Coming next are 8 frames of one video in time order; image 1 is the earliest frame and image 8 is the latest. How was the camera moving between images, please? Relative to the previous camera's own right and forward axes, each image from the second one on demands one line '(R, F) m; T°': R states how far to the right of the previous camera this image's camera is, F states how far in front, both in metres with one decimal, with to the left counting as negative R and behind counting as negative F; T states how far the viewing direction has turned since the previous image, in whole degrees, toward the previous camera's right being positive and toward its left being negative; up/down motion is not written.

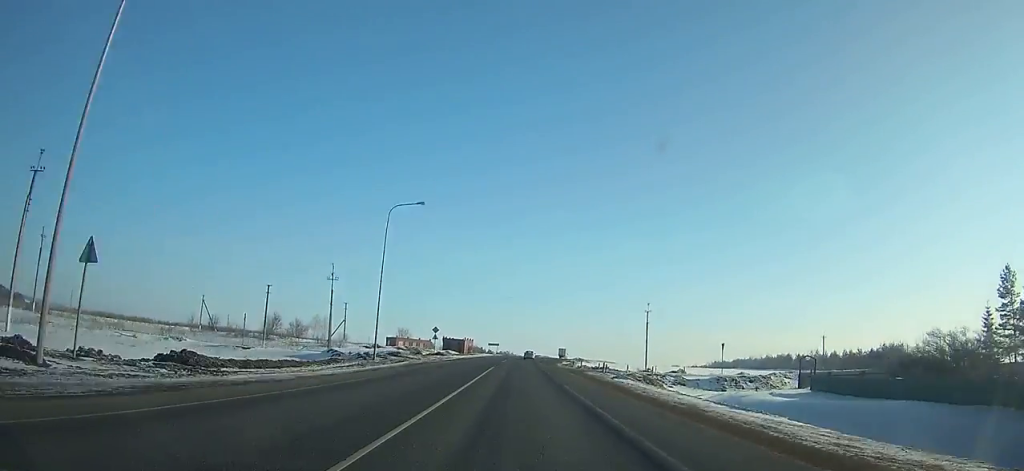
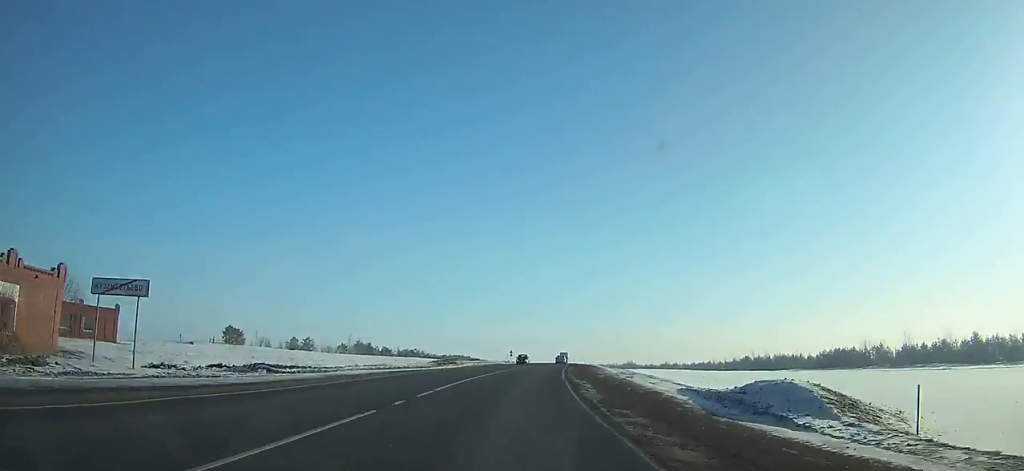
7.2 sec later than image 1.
(+5.0, +134.3) m; +7°
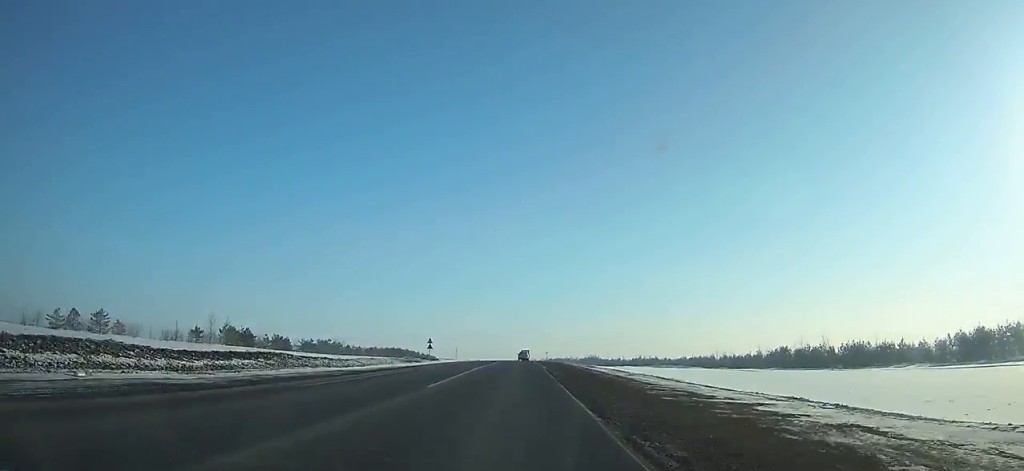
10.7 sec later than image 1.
(+3.2, +68.9) m; +4°
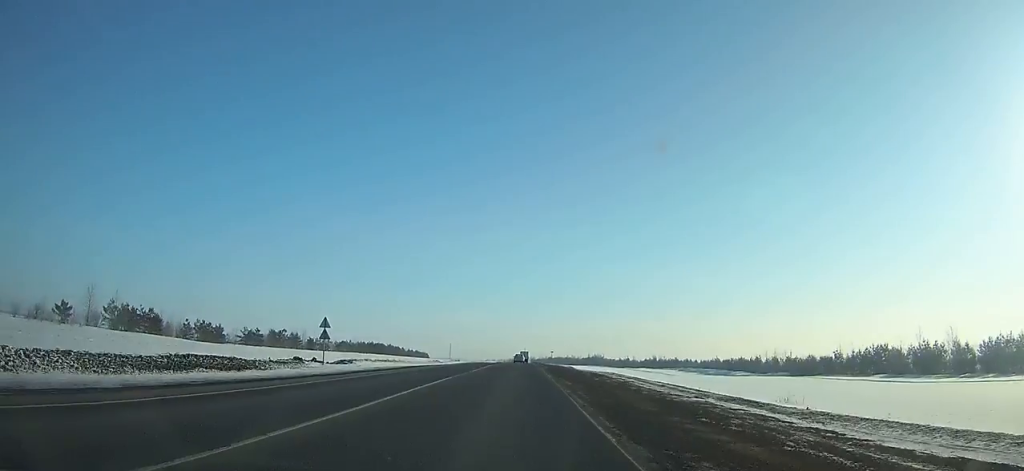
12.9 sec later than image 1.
(+0.5, +44.7) m; +1°
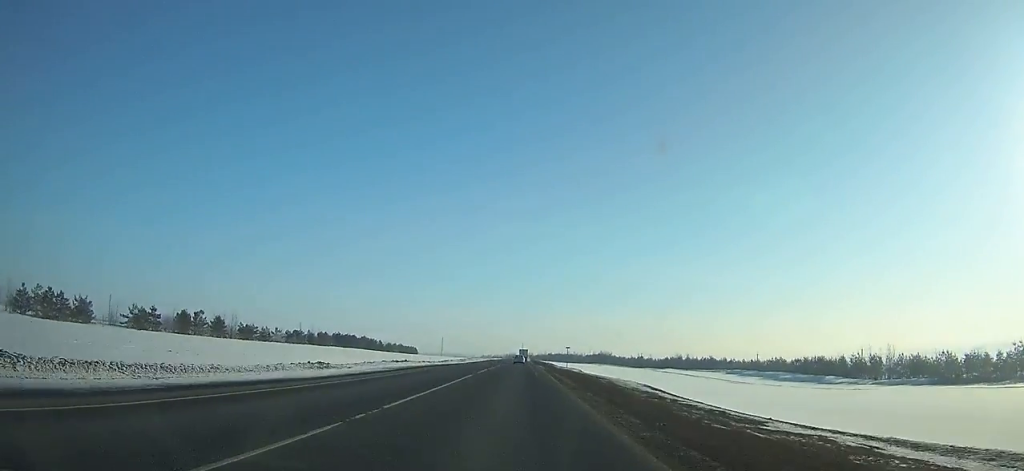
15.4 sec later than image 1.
(+0.5, +52.6) m; 0°
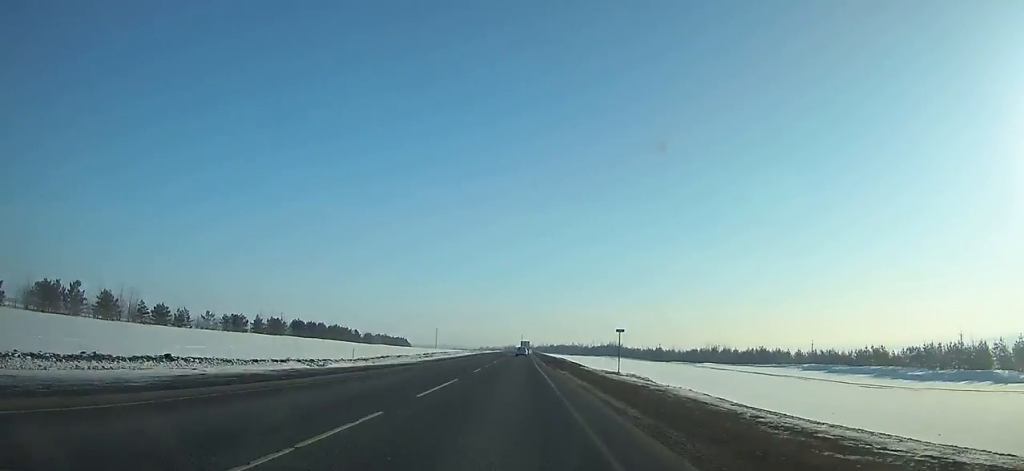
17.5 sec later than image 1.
(0.0, +45.1) m; 0°
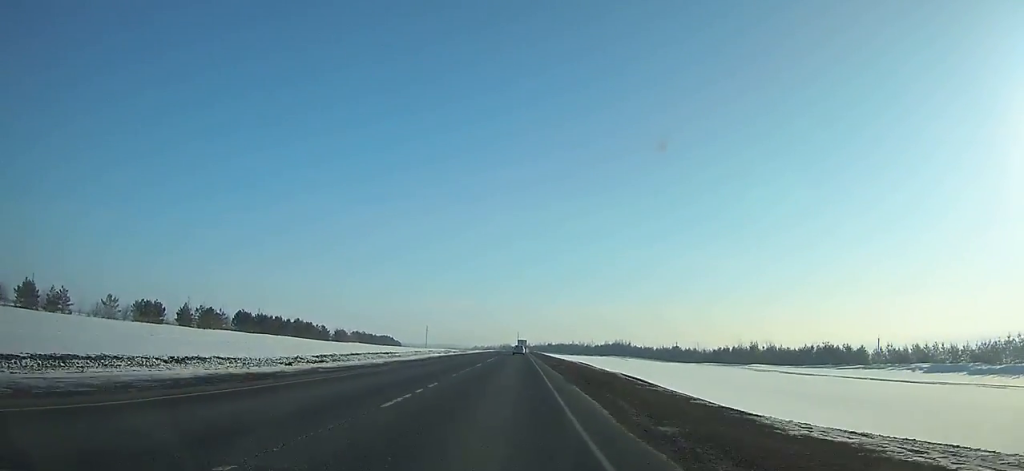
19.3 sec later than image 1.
(-0.1, +39.1) m; 0°
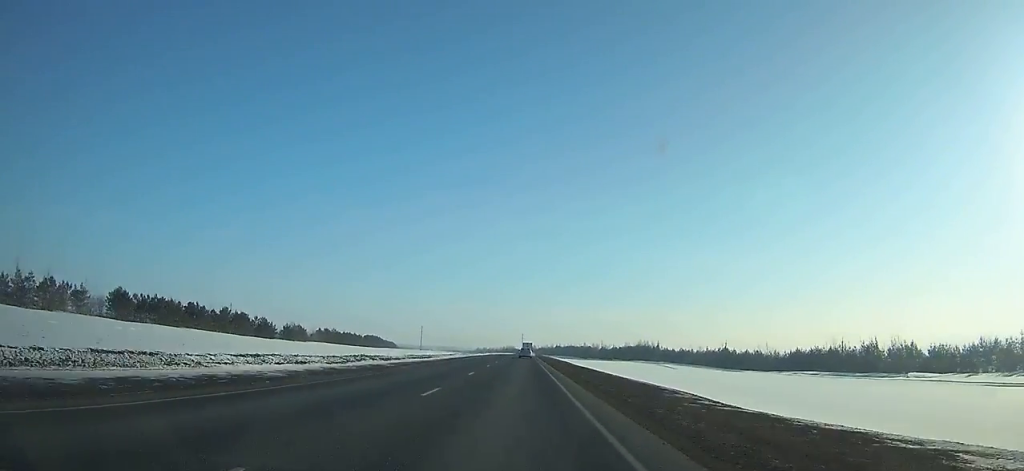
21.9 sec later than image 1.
(+0.1, +57.4) m; 0°
